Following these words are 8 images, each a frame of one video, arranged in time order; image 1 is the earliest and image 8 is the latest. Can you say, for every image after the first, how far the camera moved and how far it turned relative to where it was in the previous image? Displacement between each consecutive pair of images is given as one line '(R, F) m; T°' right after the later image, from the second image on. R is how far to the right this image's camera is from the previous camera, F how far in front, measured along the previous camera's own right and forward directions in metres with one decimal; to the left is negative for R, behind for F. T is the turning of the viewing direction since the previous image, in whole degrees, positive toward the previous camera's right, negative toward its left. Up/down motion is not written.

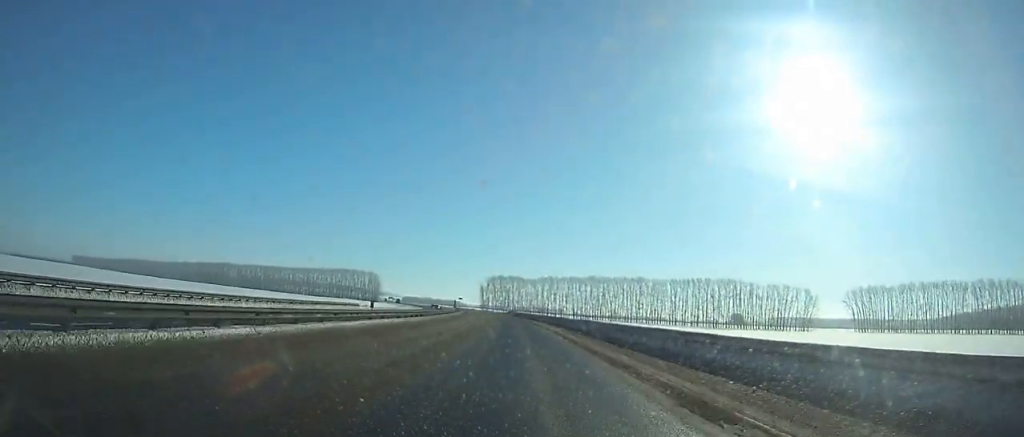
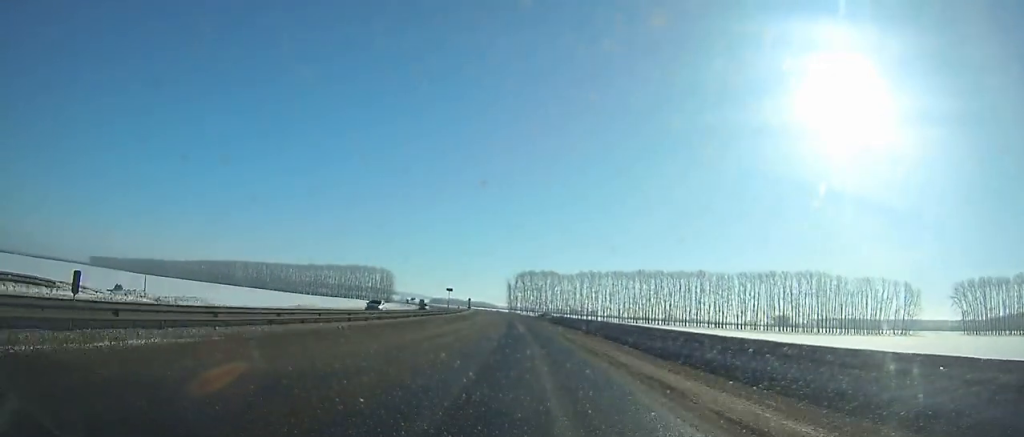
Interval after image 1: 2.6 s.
(-1.5, +63.4) m; -2°
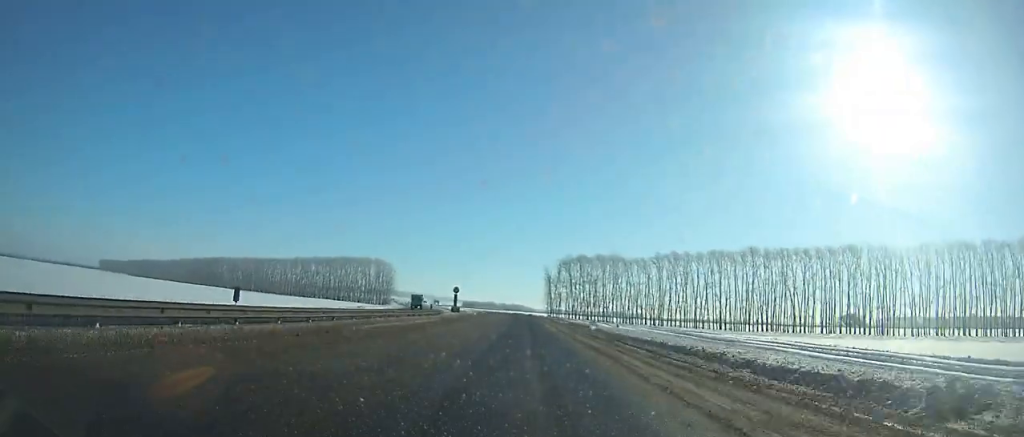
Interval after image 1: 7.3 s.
(-3.1, +108.9) m; -3°
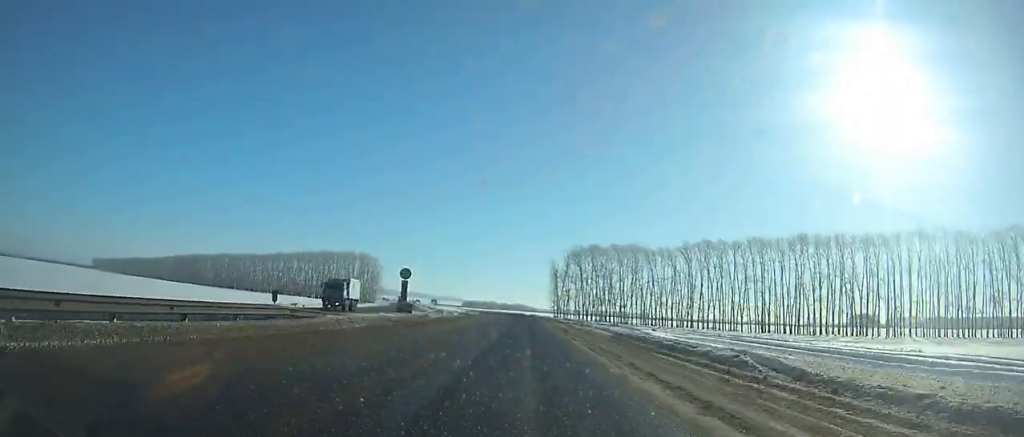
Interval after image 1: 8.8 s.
(-0.6, +33.5) m; -1°
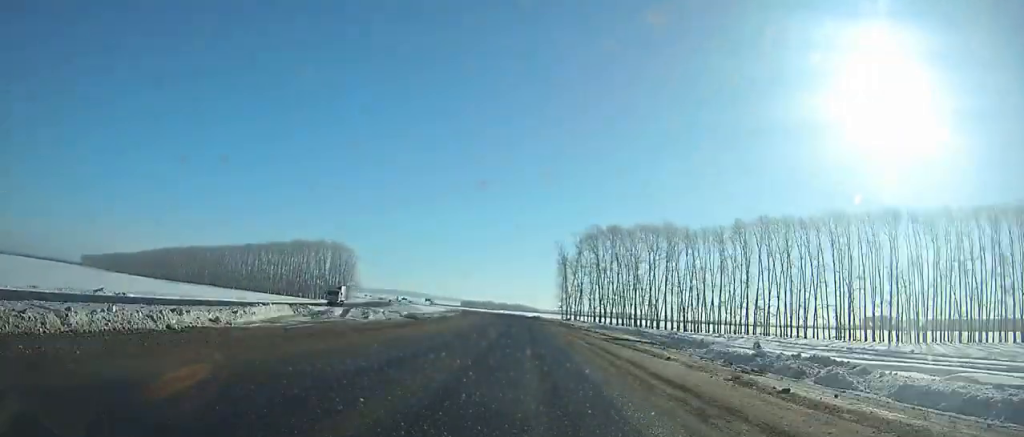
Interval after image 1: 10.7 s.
(-0.3, +42.5) m; -1°
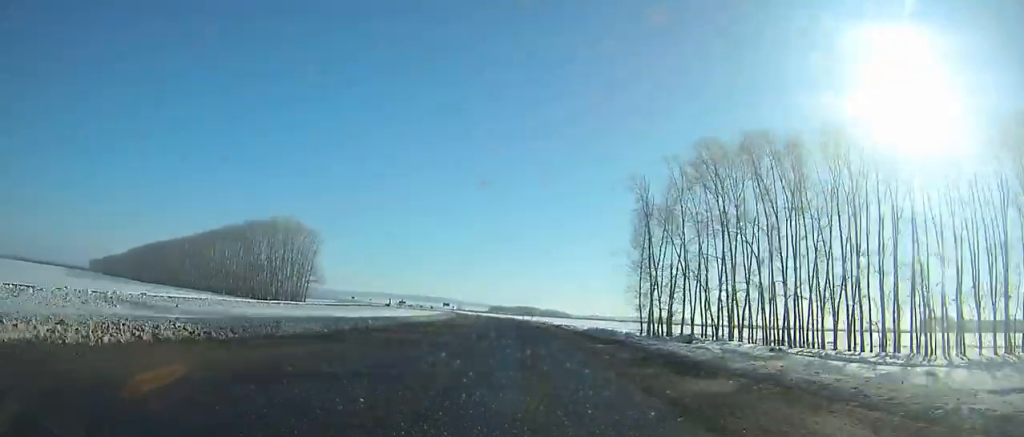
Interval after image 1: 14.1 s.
(-1.4, +77.8) m; -3°
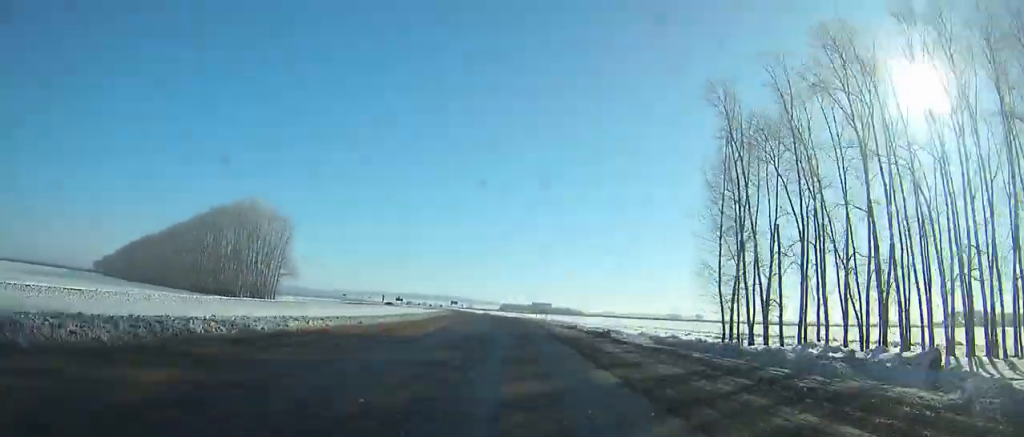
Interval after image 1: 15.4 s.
(-0.2, +30.5) m; -2°
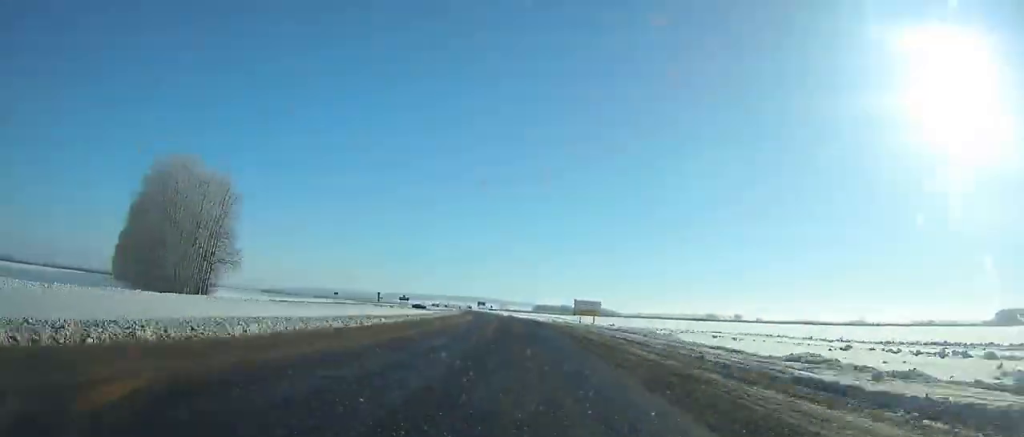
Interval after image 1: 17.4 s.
(-1.1, +47.4) m; -2°
